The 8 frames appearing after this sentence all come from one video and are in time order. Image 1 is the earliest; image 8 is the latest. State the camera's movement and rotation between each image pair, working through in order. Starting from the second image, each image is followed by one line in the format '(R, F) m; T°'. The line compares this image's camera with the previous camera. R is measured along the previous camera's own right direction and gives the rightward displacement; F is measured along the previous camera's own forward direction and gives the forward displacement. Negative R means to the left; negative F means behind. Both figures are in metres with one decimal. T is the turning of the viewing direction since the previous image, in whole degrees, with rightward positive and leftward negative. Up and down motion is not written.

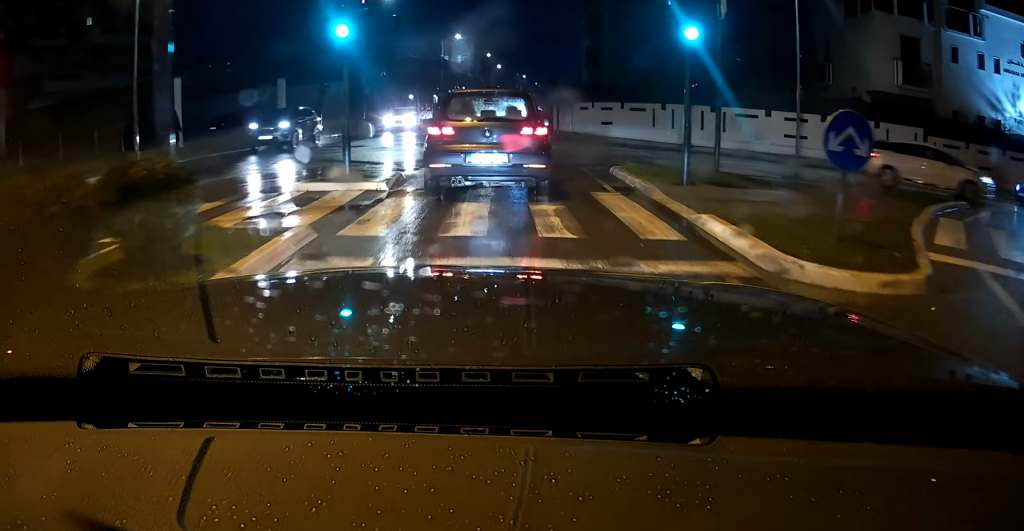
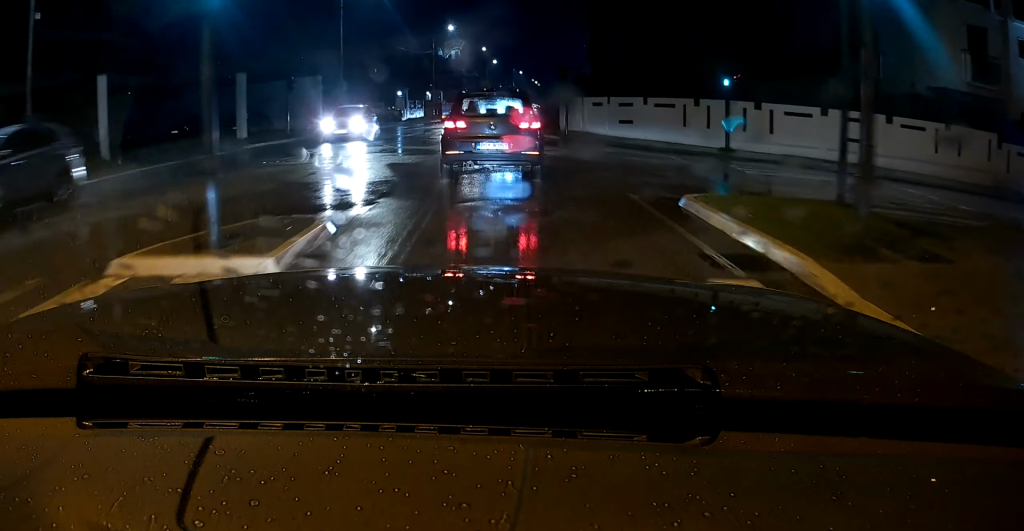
(0.0, +5.3) m; 0°
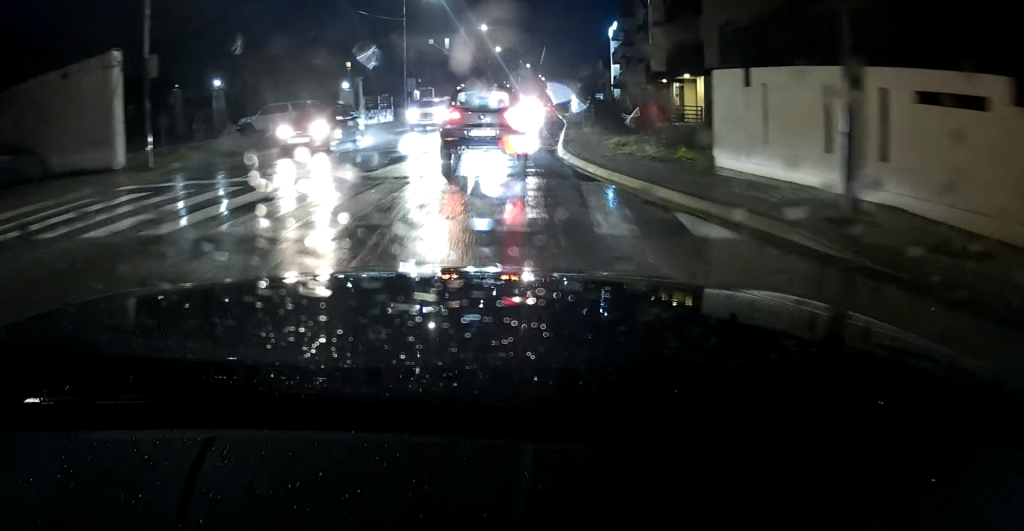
(+0.3, +22.2) m; +2°
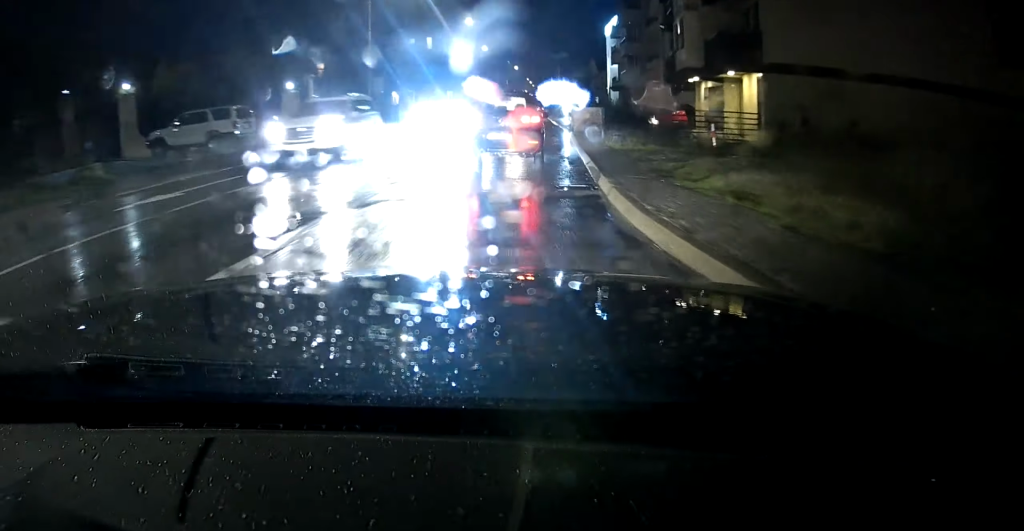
(+0.1, +7.8) m; +1°
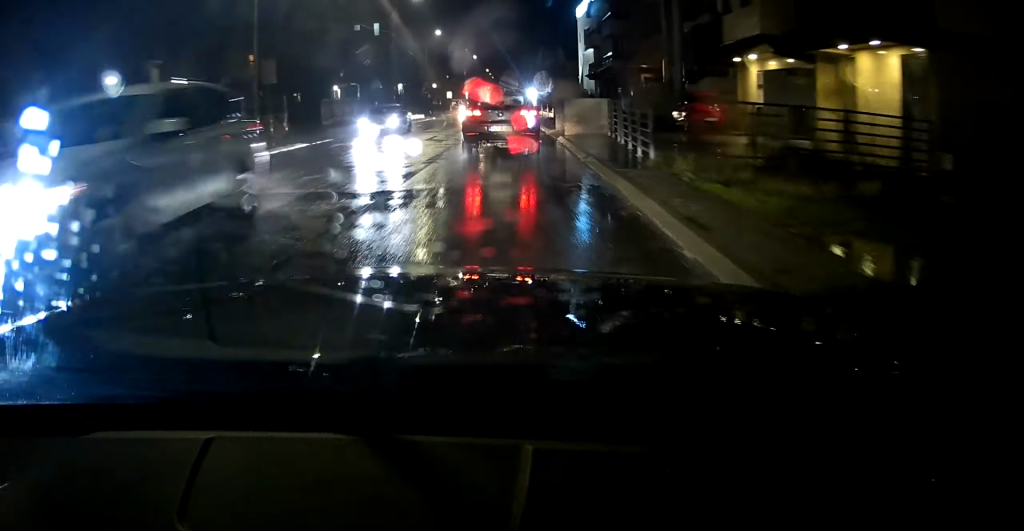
(+0.1, +11.1) m; +1°
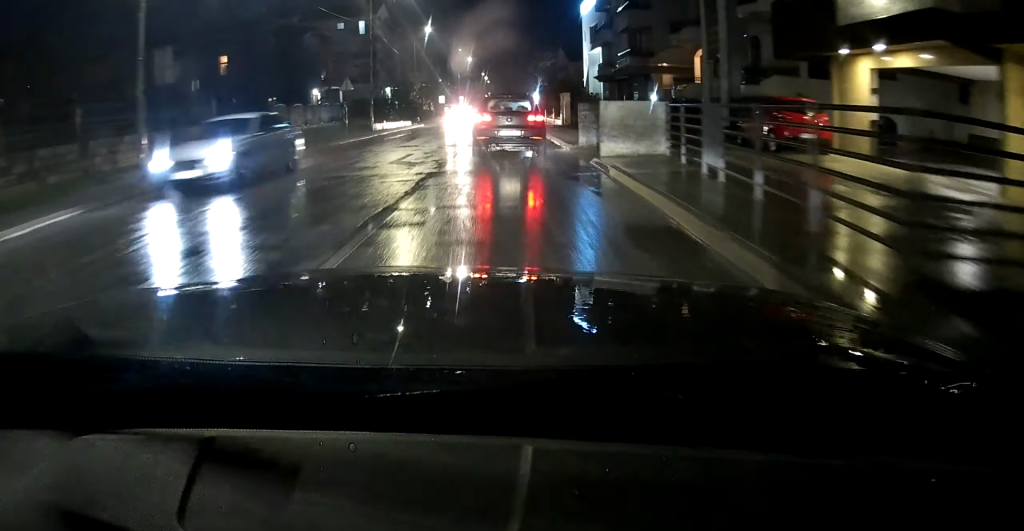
(0.0, +7.5) m; +1°
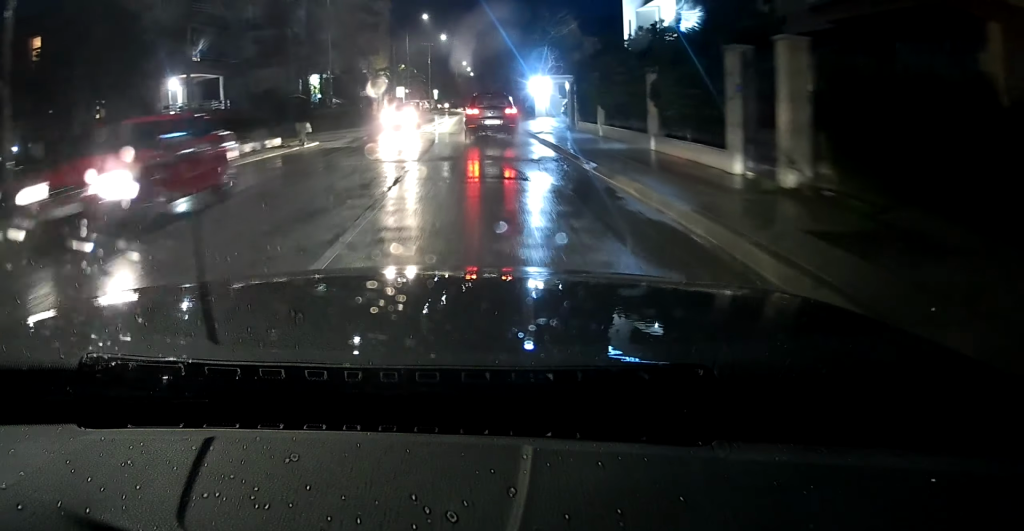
(+0.3, +29.8) m; +1°
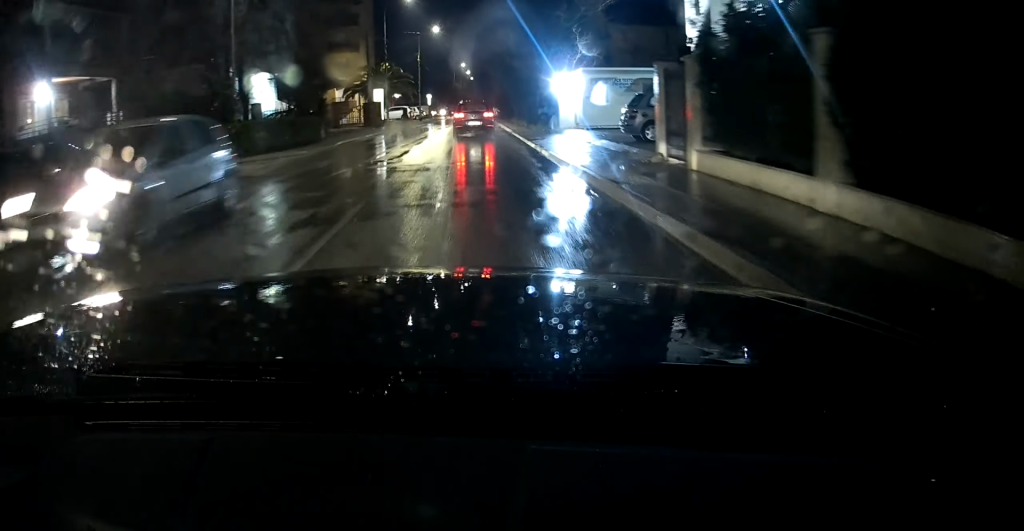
(0.0, +13.9) m; +1°
